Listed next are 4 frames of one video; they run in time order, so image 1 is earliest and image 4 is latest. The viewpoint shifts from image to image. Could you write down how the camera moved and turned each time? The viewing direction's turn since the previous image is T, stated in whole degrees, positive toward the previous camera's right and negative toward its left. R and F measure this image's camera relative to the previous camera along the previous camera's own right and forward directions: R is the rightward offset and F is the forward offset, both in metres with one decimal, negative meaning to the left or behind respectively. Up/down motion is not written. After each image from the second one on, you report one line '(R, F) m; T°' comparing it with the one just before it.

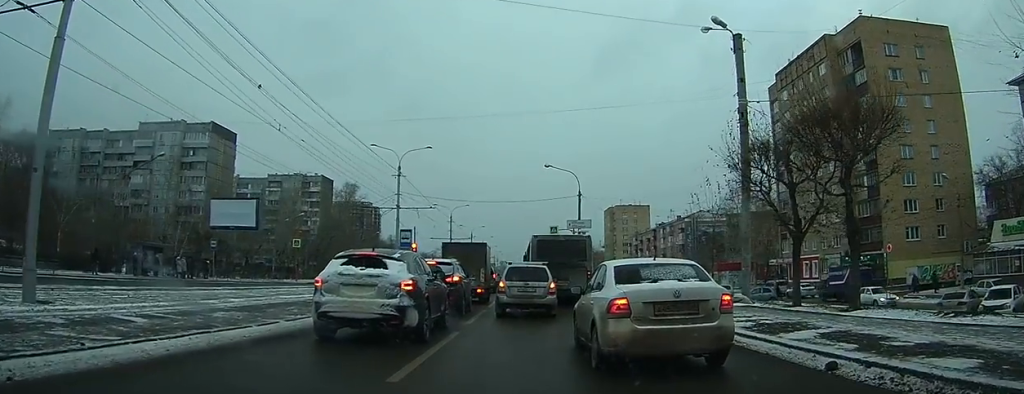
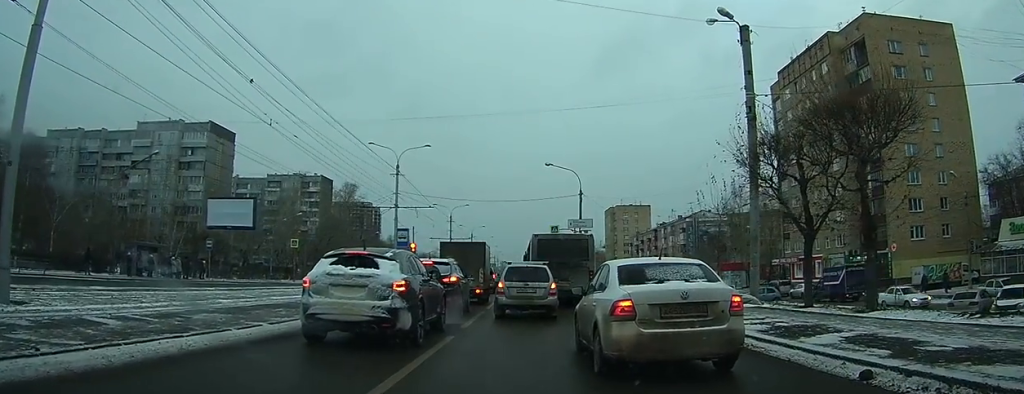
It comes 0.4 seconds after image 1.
(0.0, +1.0) m; -1°
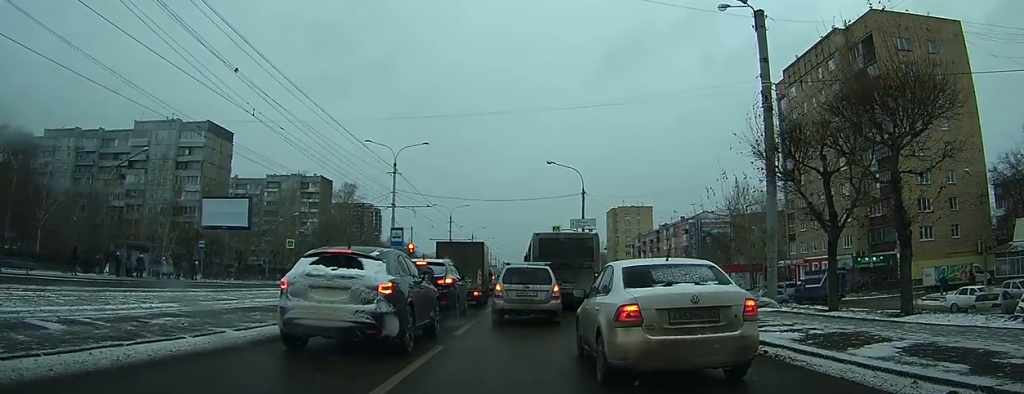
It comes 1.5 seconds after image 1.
(-0.1, +1.6) m; 0°
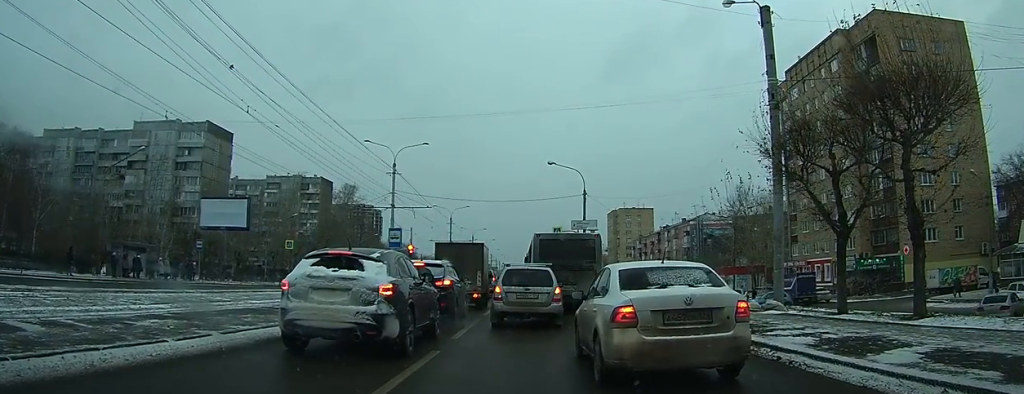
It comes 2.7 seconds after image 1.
(-0.3, +1.0) m; 0°
